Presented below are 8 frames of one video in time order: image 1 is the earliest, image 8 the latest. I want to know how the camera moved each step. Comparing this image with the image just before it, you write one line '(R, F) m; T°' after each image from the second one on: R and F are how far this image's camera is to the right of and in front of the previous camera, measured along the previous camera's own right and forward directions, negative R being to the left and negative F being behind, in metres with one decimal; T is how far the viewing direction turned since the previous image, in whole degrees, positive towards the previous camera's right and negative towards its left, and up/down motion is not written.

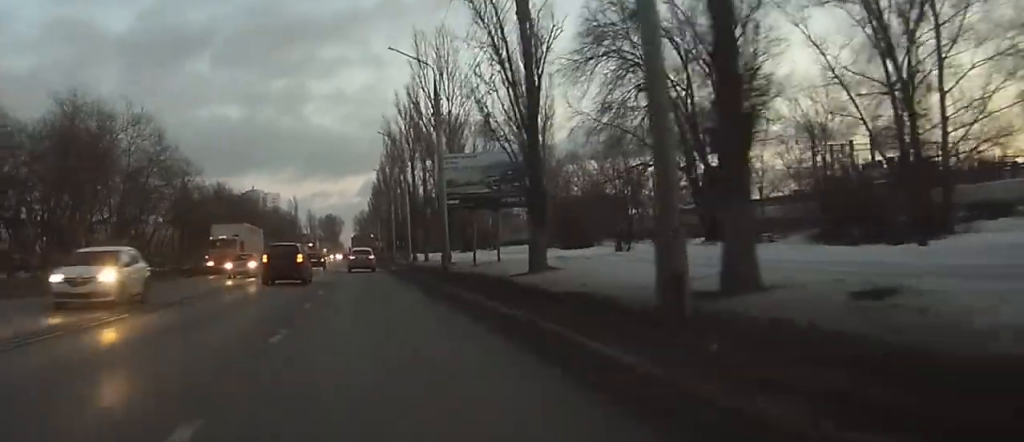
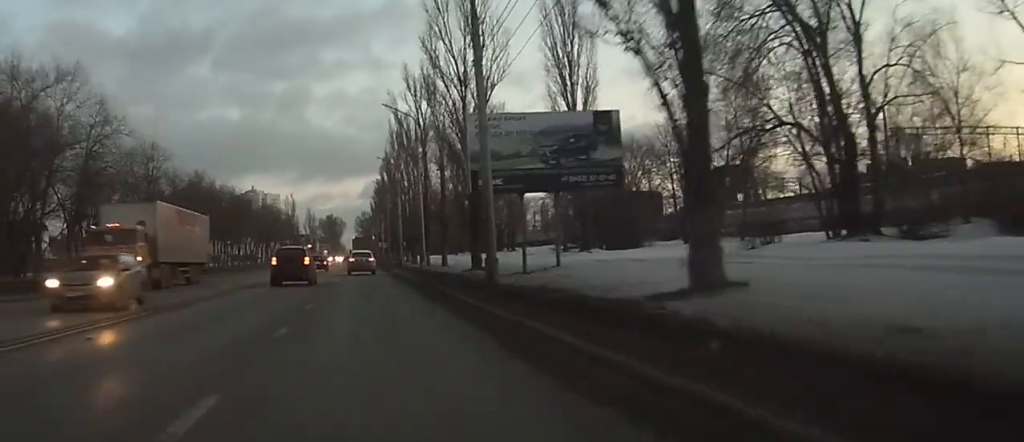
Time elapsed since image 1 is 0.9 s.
(+0.1, +14.8) m; +1°
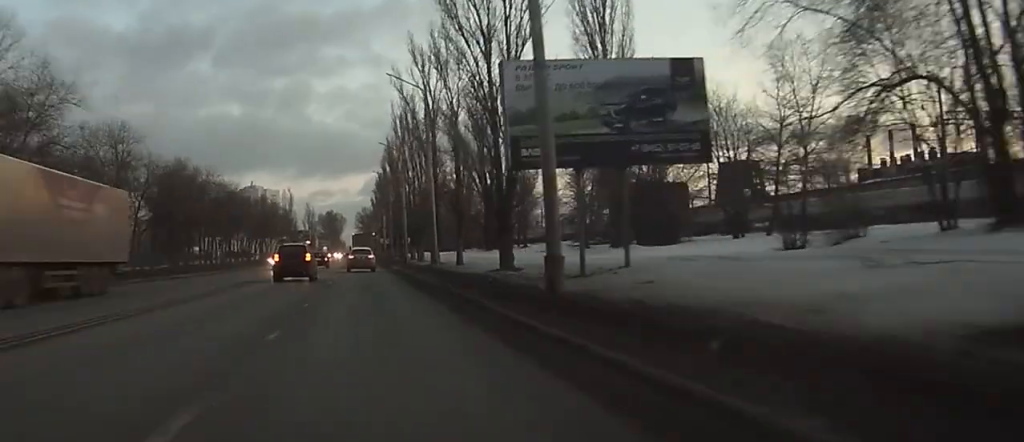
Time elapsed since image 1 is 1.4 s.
(0.0, +9.2) m; 0°
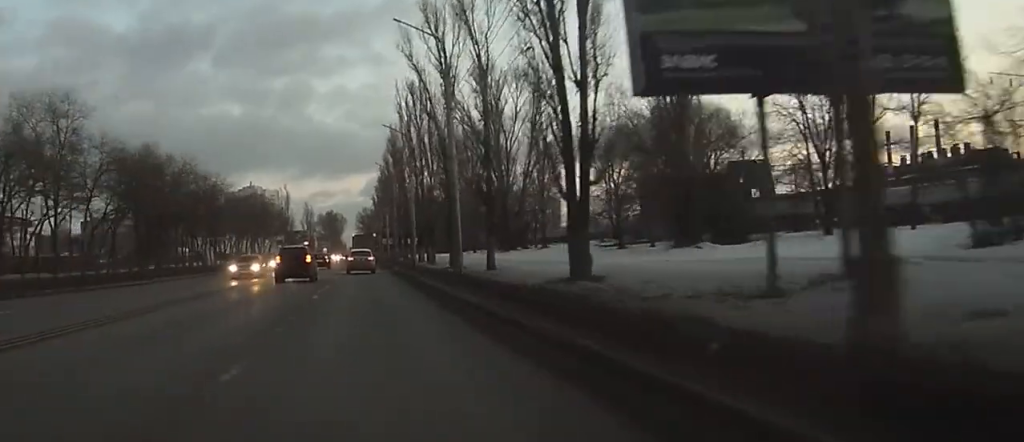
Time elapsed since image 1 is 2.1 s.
(0.0, +12.1) m; 0°
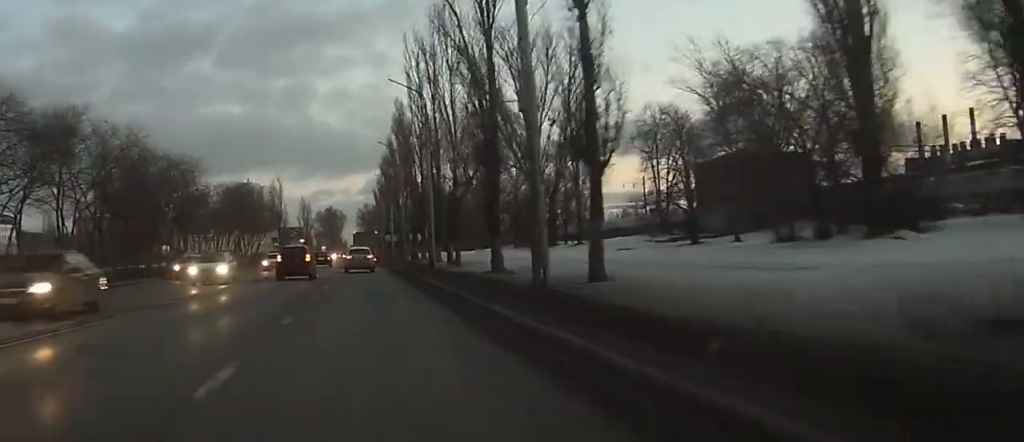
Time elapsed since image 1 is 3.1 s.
(-0.1, +17.4) m; -1°
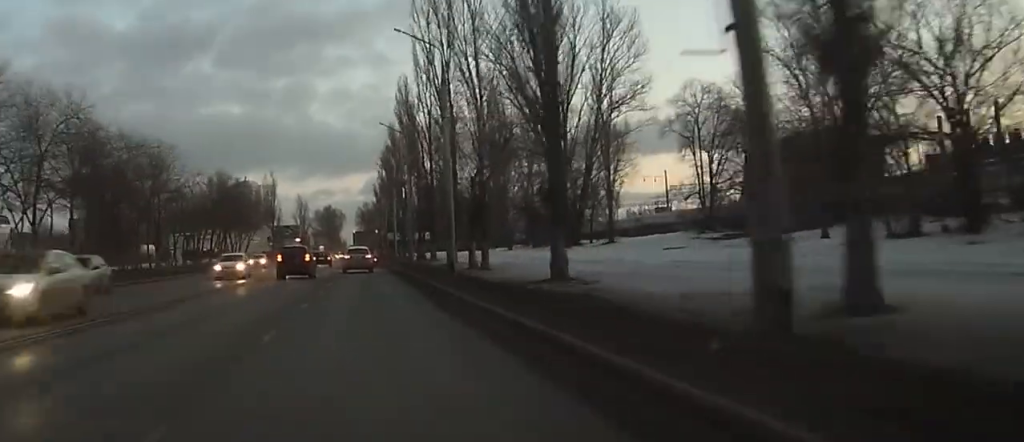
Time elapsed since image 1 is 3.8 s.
(-0.1, +11.7) m; 0°
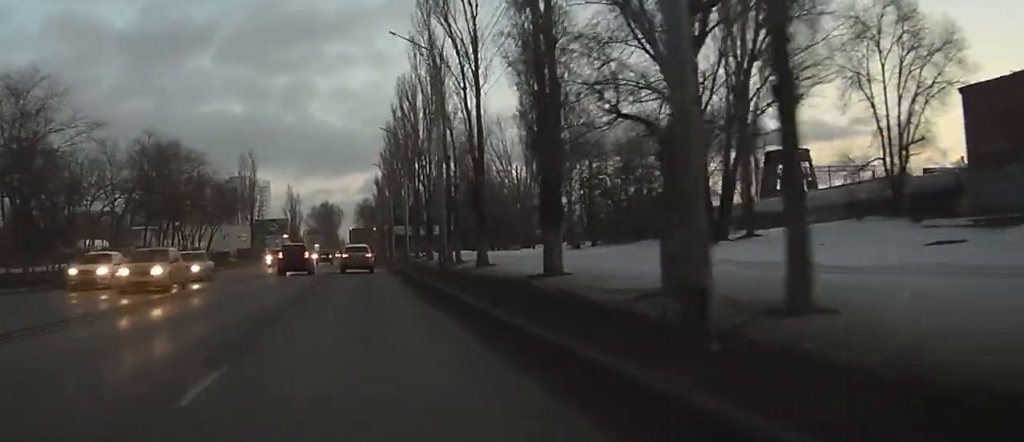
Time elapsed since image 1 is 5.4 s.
(0.0, +29.1) m; 0°
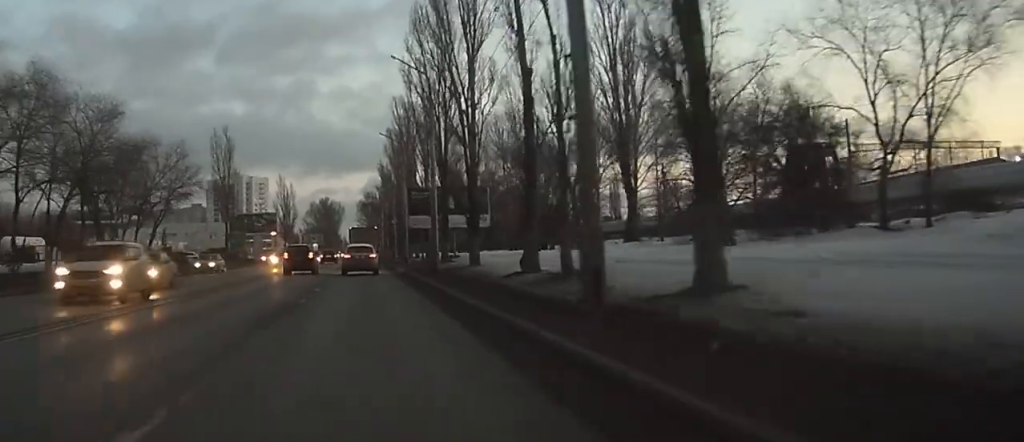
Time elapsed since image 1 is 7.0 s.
(+0.1, +26.5) m; 0°
